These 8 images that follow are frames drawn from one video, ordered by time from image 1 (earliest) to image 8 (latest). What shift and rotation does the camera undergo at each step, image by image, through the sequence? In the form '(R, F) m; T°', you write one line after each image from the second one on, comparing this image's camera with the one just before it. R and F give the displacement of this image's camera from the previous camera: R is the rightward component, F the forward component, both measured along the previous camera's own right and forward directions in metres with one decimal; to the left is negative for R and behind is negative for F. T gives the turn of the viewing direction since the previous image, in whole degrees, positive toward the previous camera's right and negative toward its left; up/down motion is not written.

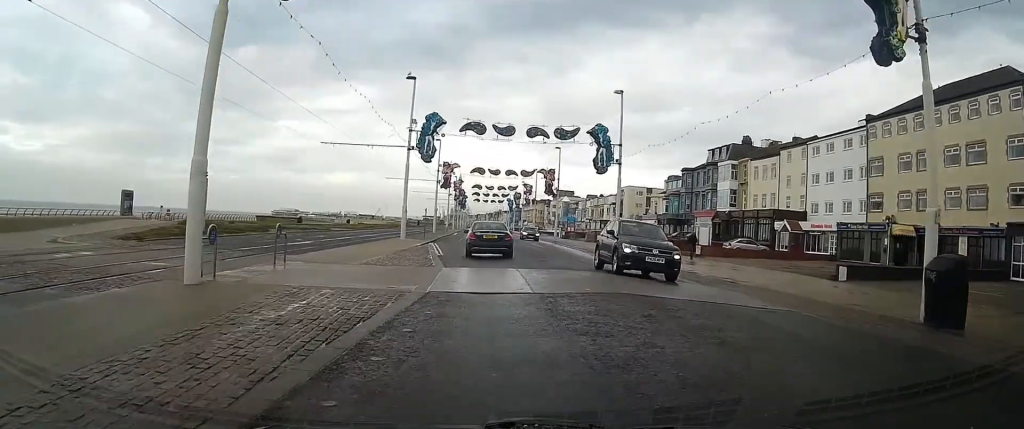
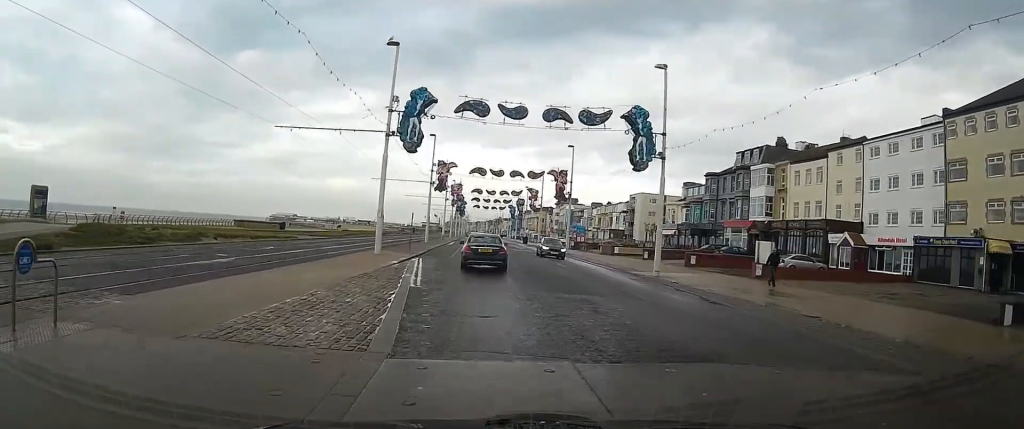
(0.0, +10.5) m; 0°
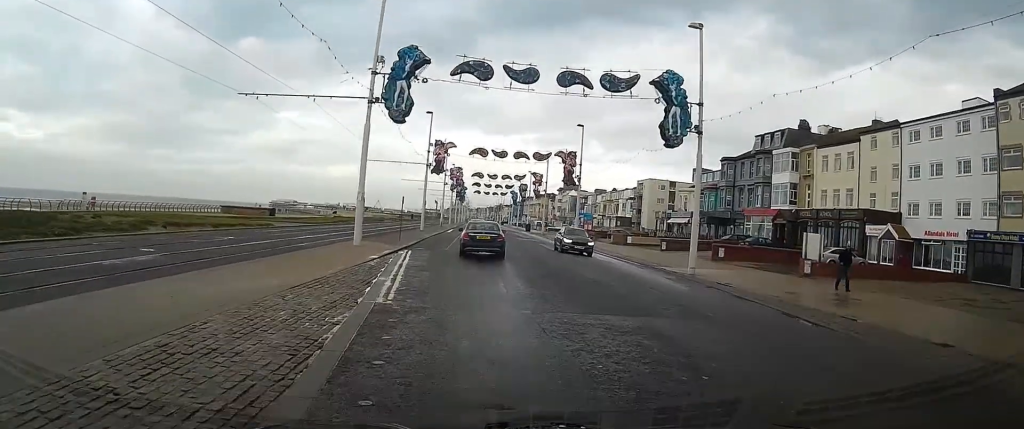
(0.0, +5.6) m; 0°
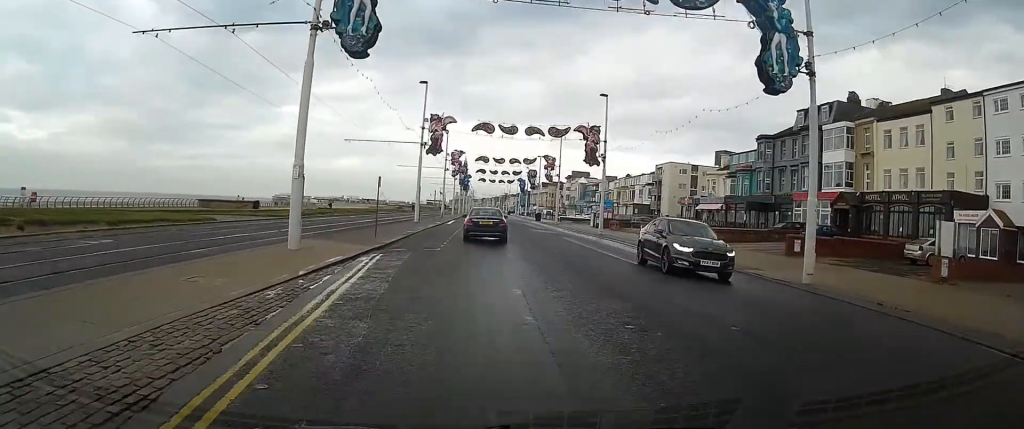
(0.0, +9.9) m; -1°
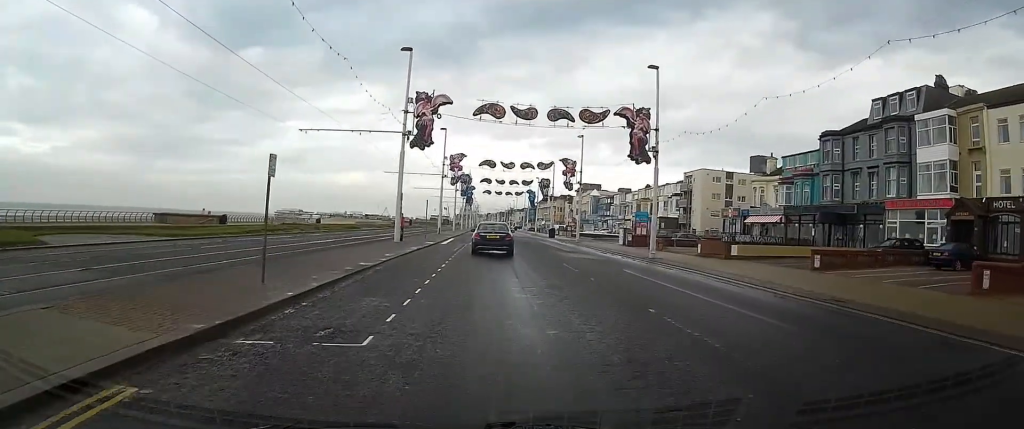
(-0.2, +14.0) m; -1°
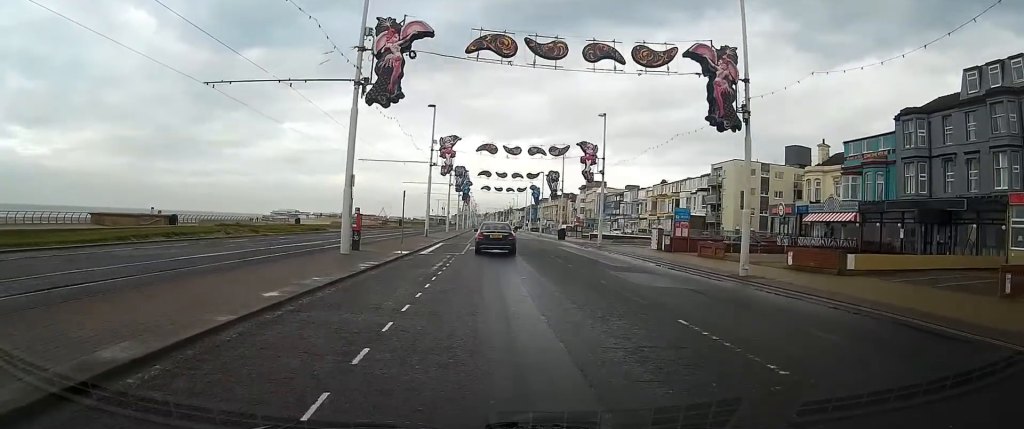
(+0.1, +13.4) m; +1°
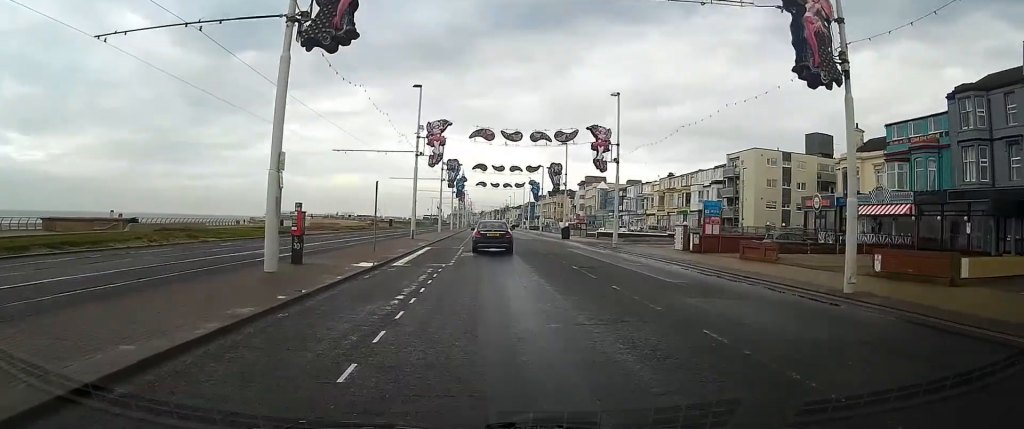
(0.0, +7.7) m; +1°
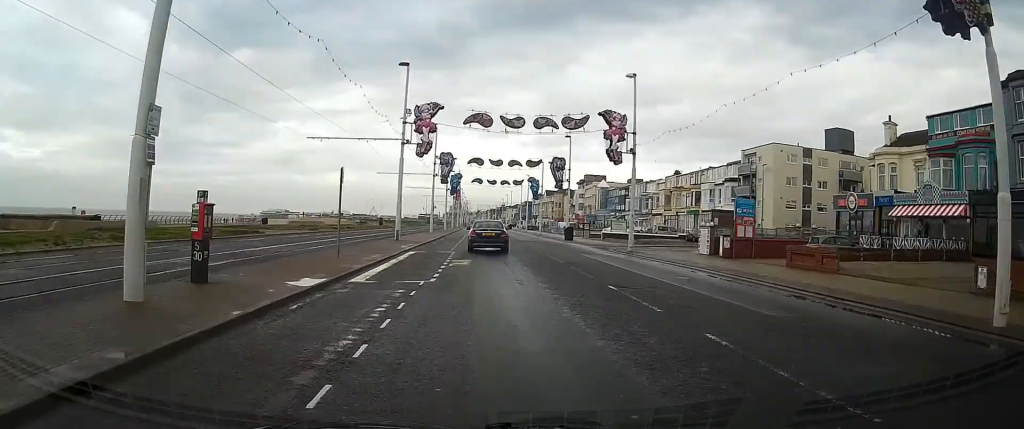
(0.0, +6.1) m; 0°
